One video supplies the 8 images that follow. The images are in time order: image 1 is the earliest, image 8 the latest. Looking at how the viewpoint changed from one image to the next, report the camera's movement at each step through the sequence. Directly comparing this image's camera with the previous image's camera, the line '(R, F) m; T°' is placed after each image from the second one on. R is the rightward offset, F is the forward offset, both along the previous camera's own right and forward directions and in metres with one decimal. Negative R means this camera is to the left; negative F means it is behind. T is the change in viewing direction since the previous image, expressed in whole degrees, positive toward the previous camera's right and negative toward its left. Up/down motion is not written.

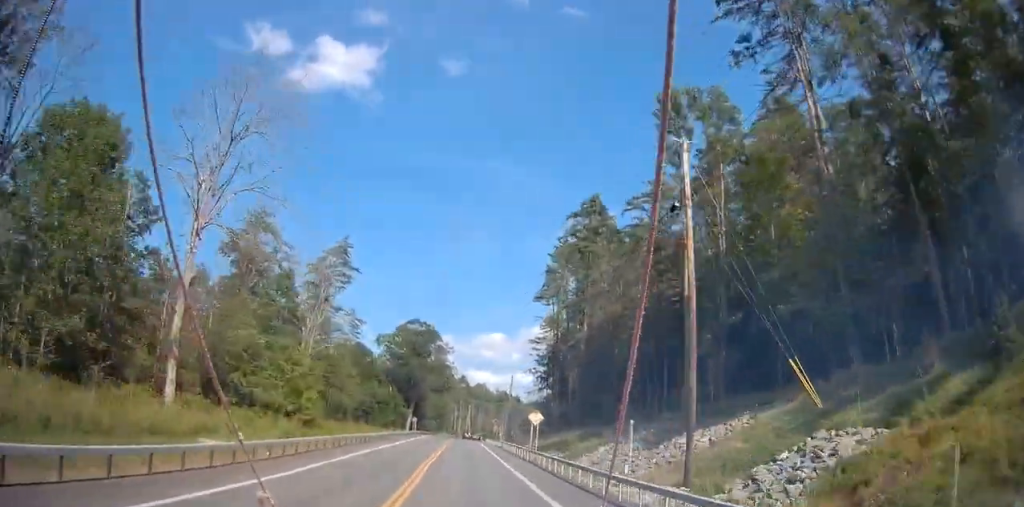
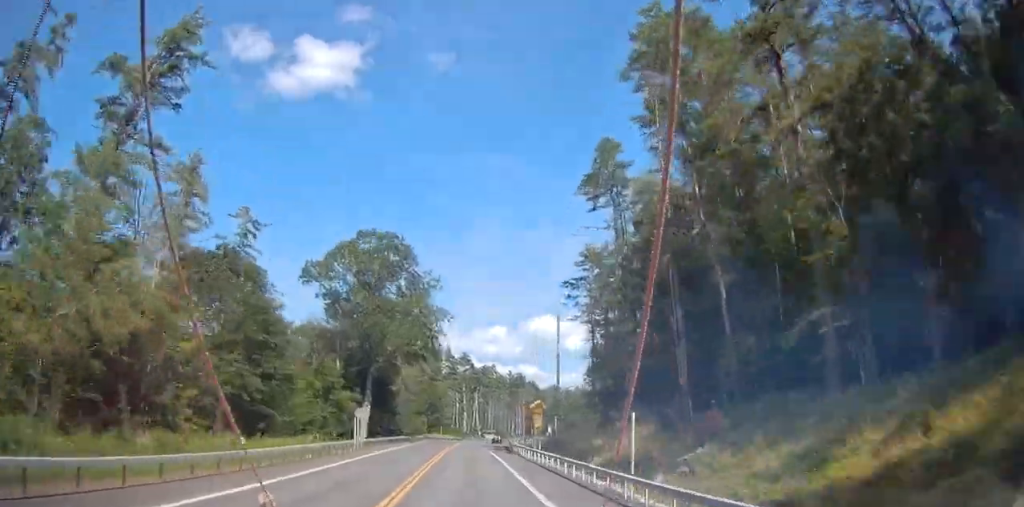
(-2.2, +59.3) m; -4°
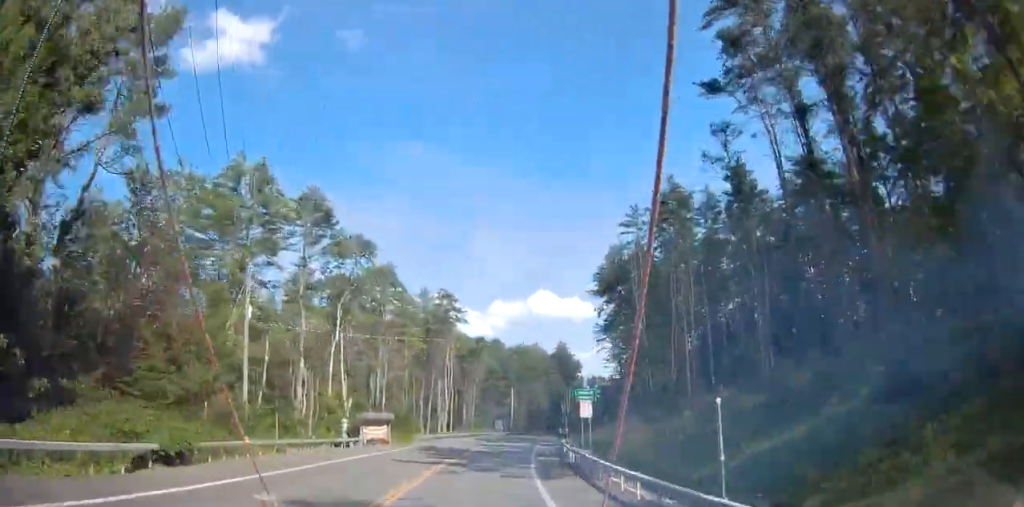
(-10.2, +109.3) m; +18°
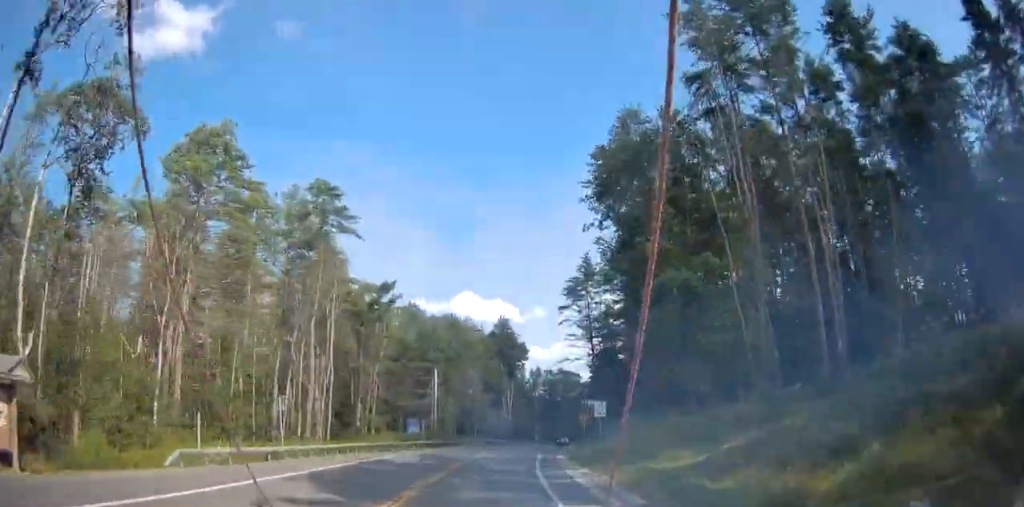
(+16.5, +42.7) m; +30°
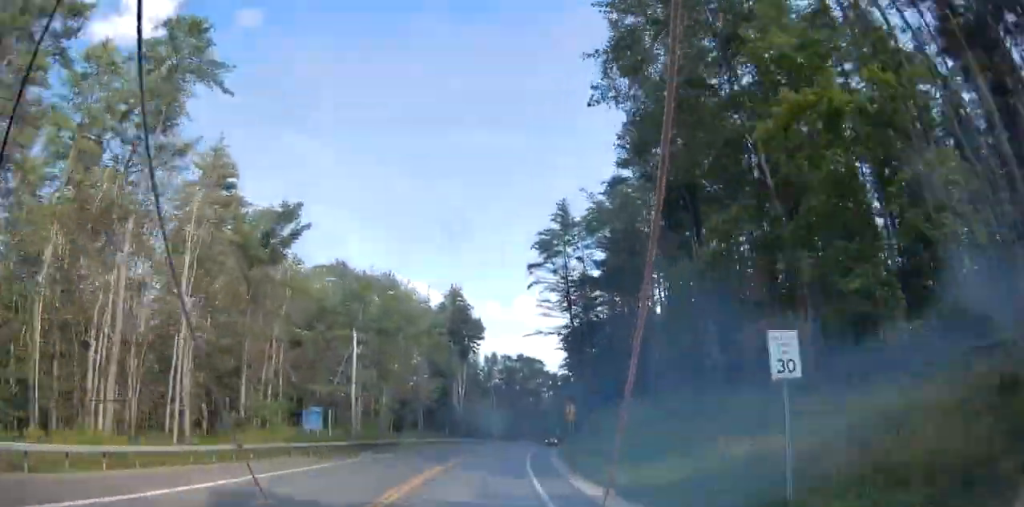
(+5.1, +29.3) m; +16°
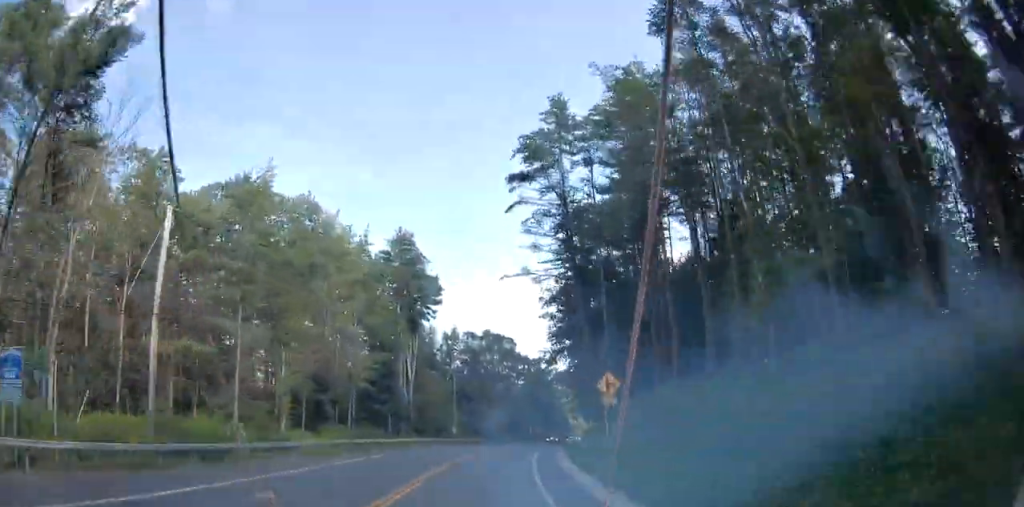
(+4.1, +35.6) m; 0°
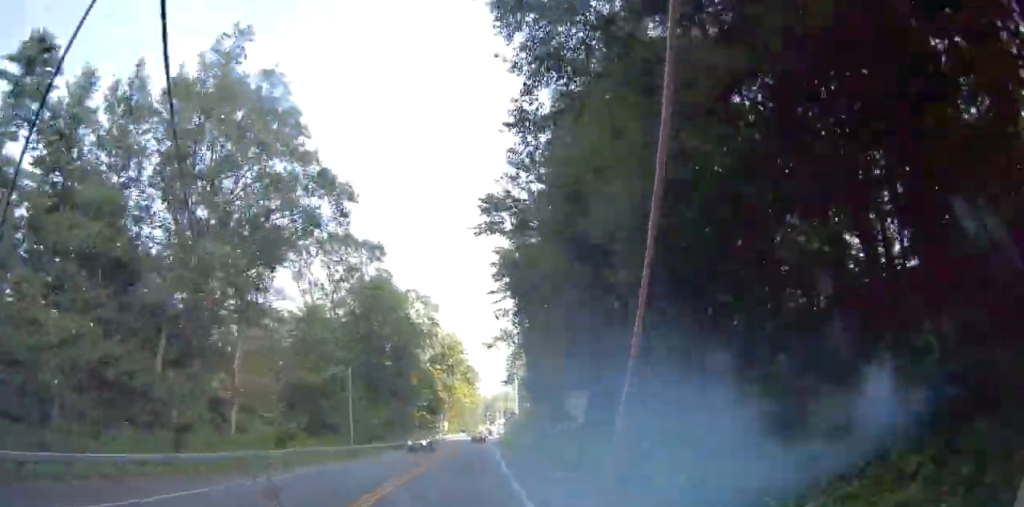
(-11.2, +90.1) m; -37°
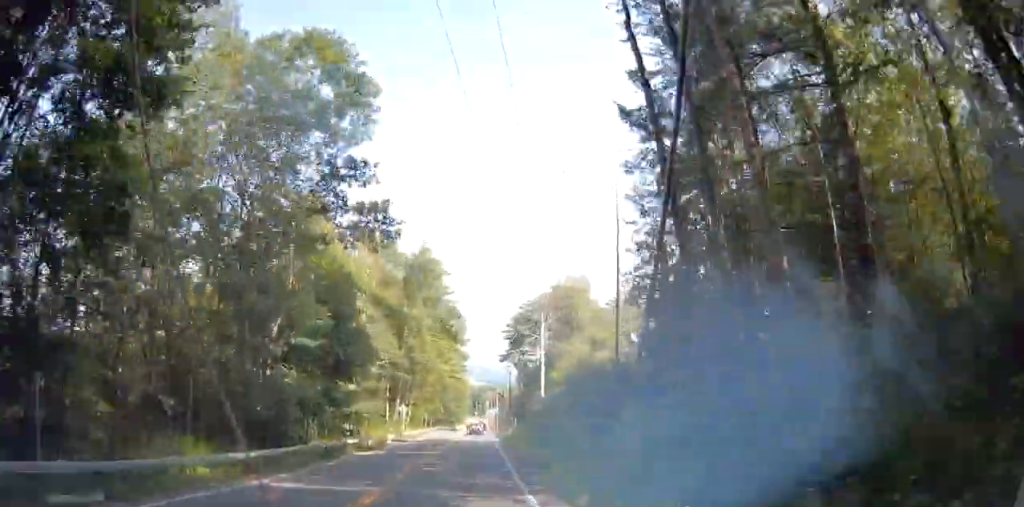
(-18.3, +49.8) m; -20°
